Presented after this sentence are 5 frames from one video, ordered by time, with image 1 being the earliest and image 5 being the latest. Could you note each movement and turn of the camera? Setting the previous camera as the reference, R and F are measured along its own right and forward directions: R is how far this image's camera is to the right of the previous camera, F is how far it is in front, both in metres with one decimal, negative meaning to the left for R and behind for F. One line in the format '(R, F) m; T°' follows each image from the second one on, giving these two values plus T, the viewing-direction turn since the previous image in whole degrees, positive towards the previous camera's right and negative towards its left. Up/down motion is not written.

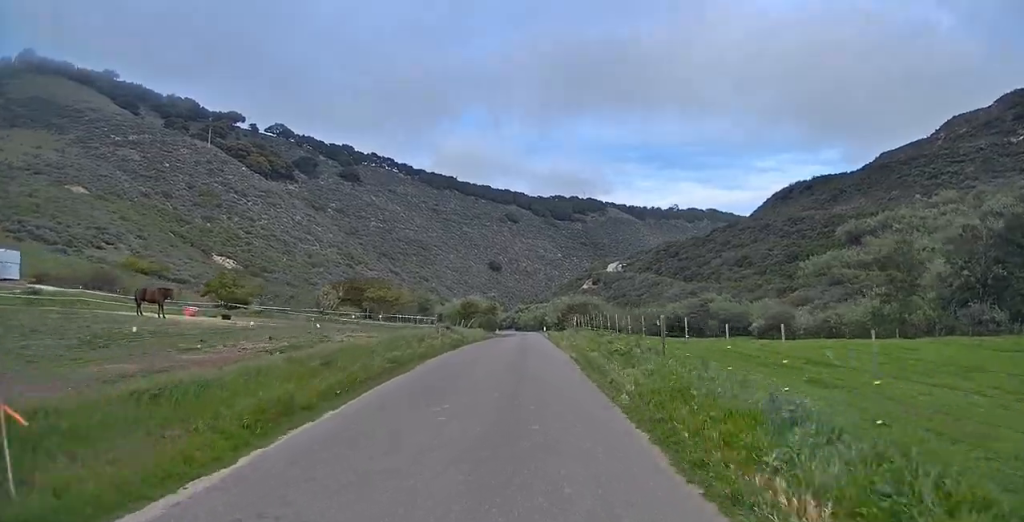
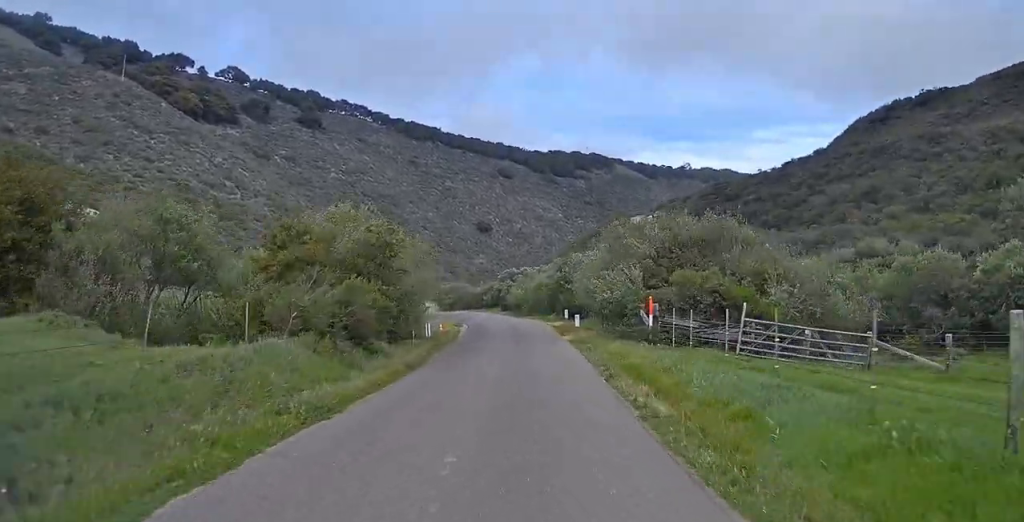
(+0.4, +74.1) m; -5°
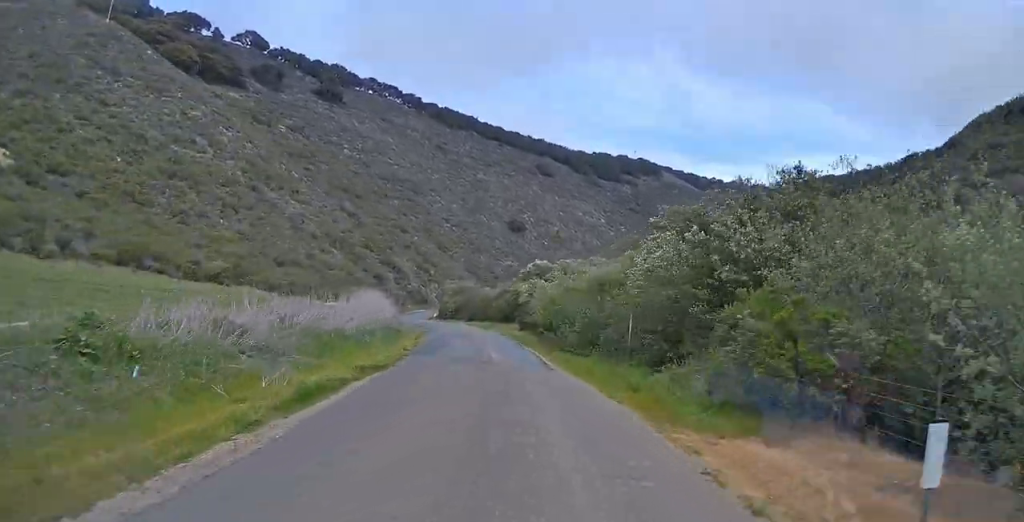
(-2.8, +39.3) m; -4°
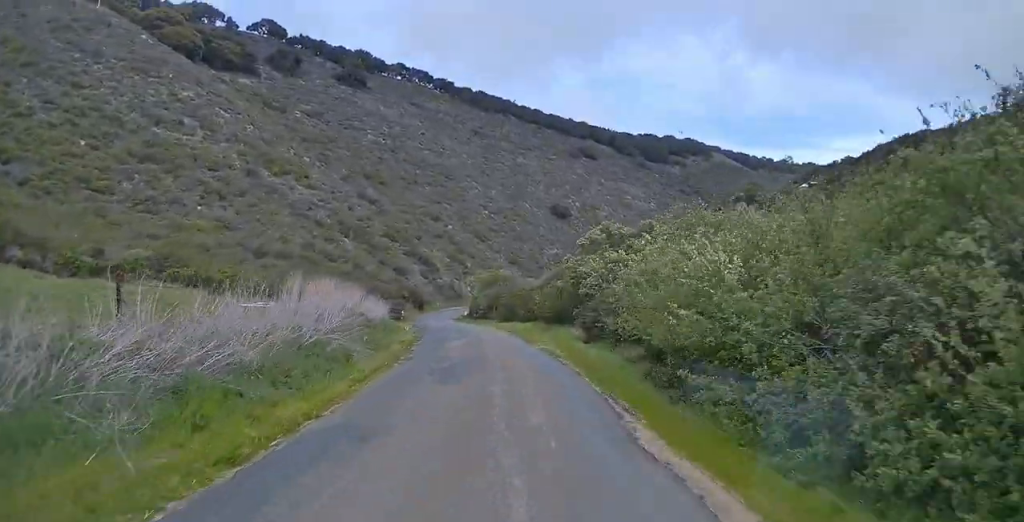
(+0.2, +21.6) m; -2°
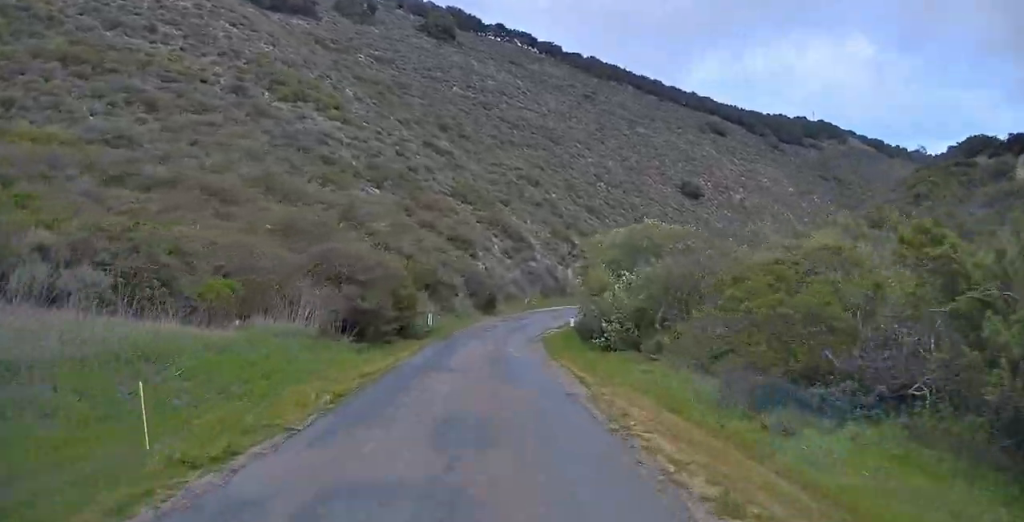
(-5.4, +50.1) m; -8°
